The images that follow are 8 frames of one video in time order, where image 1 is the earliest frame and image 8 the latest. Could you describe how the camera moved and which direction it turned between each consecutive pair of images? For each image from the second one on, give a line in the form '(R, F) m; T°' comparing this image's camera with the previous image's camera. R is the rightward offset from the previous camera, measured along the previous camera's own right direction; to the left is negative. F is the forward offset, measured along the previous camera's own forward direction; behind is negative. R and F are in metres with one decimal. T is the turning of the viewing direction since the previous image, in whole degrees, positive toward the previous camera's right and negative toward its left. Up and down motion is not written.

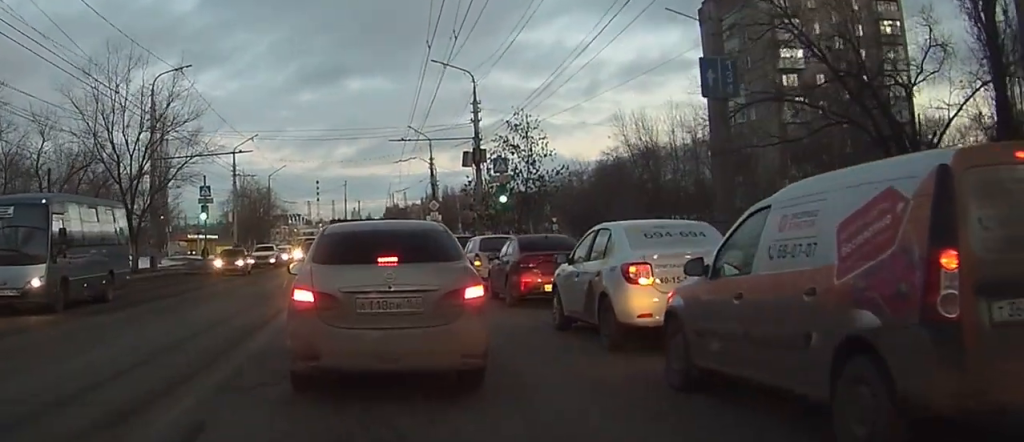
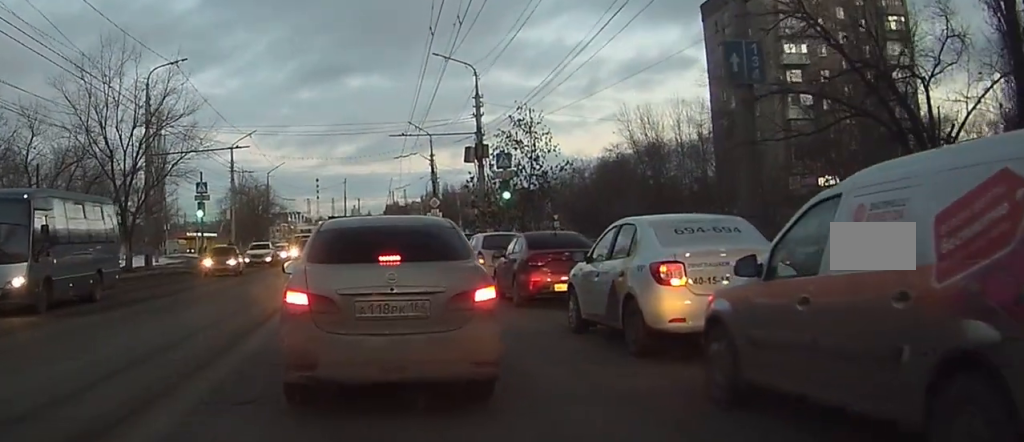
(0.0, +1.3) m; 0°
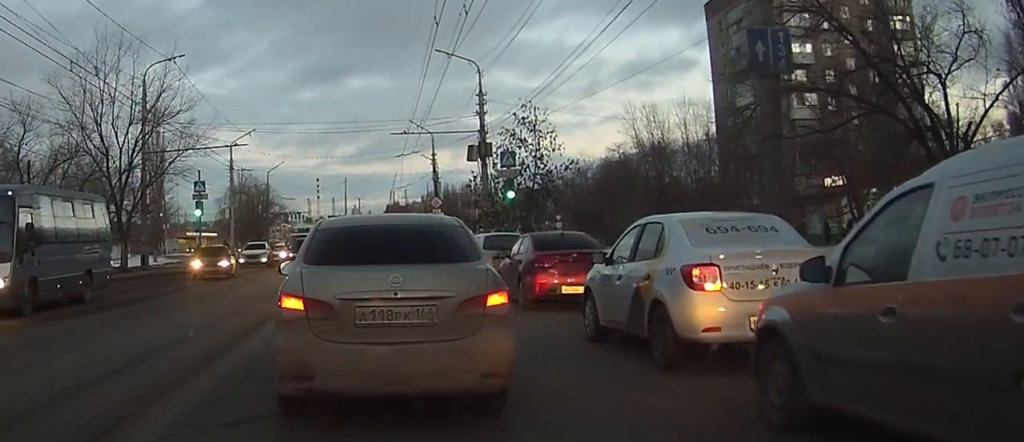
(0.0, +1.4) m; 0°
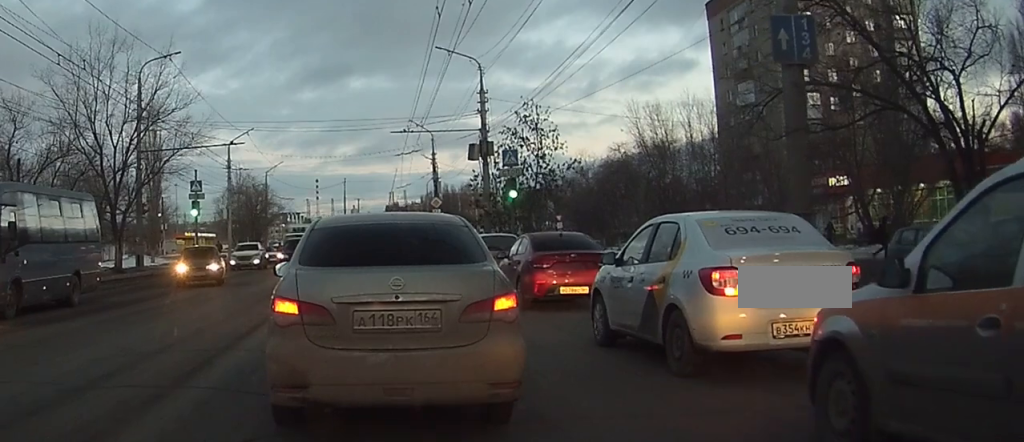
(0.0, +1.1) m; 0°
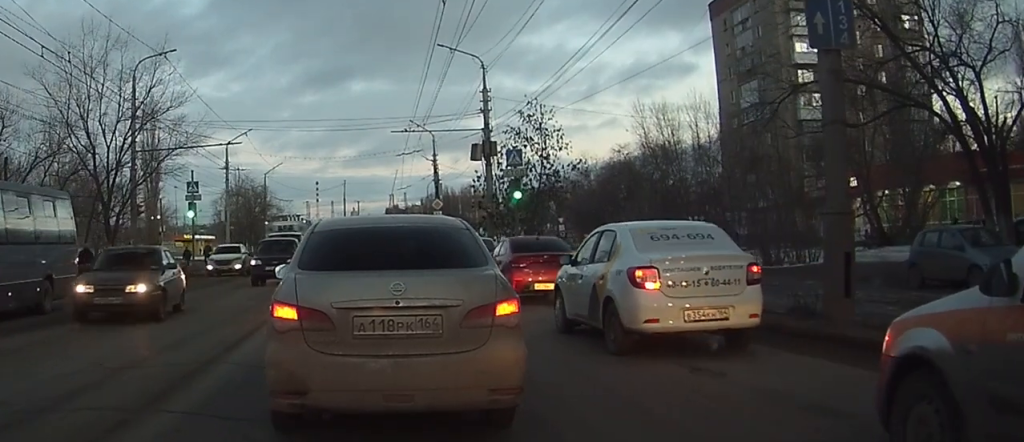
(0.0, +1.8) m; 0°
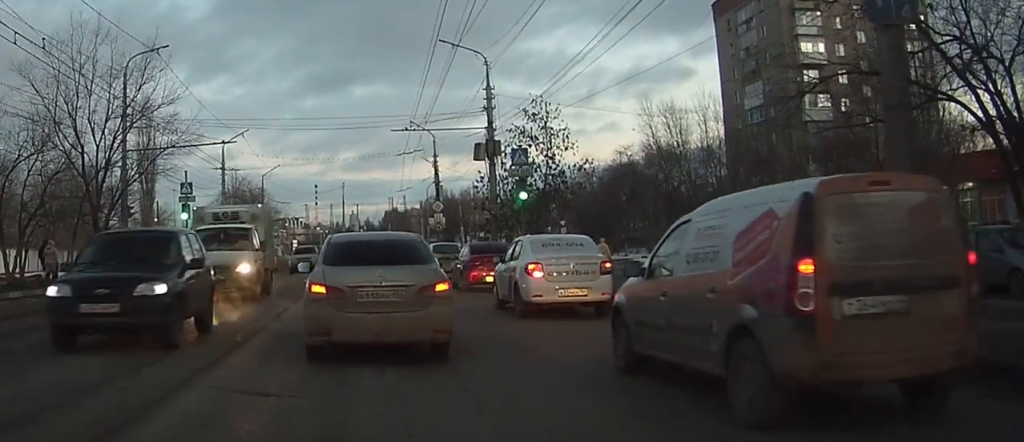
(+0.5, +1.2) m; 0°
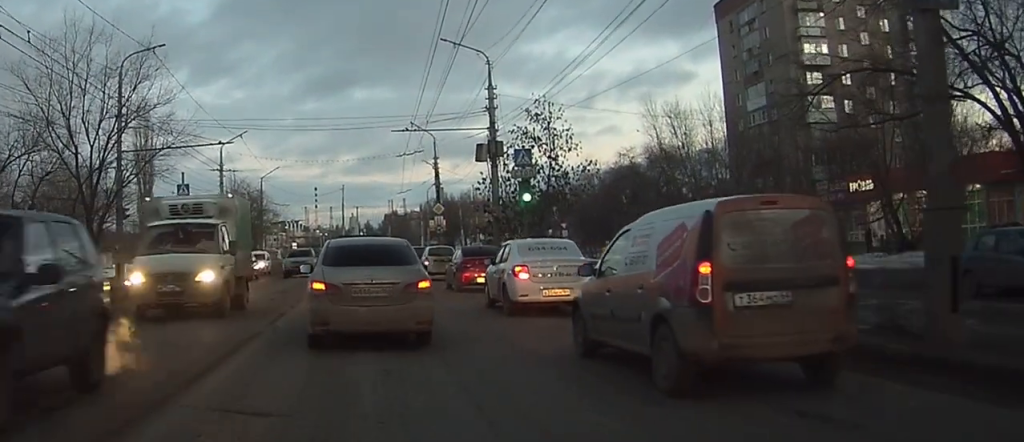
(+0.2, +0.4) m; 0°
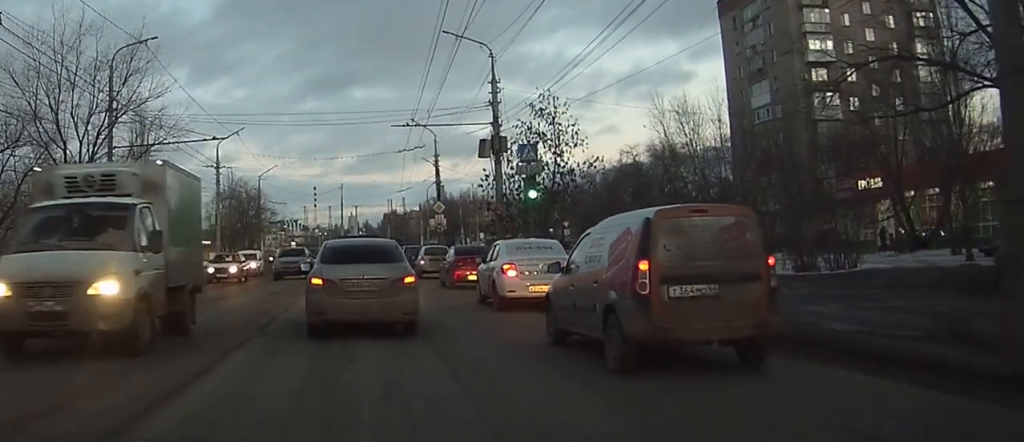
(+0.3, +0.4) m; 0°
